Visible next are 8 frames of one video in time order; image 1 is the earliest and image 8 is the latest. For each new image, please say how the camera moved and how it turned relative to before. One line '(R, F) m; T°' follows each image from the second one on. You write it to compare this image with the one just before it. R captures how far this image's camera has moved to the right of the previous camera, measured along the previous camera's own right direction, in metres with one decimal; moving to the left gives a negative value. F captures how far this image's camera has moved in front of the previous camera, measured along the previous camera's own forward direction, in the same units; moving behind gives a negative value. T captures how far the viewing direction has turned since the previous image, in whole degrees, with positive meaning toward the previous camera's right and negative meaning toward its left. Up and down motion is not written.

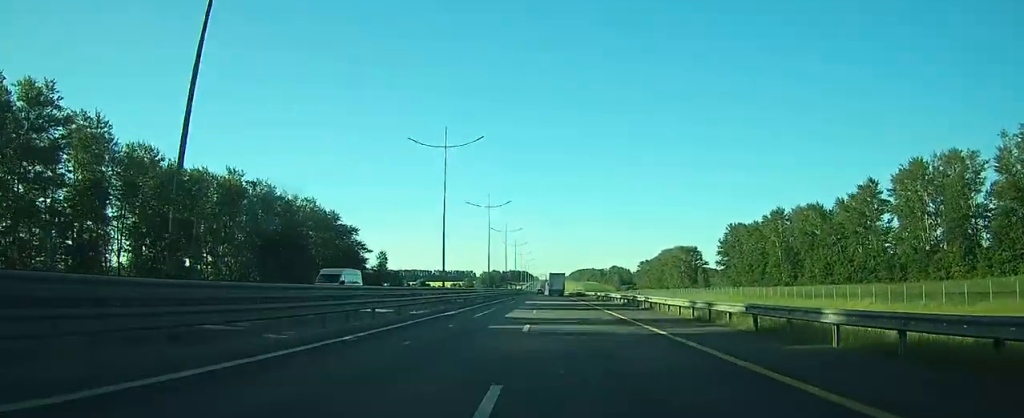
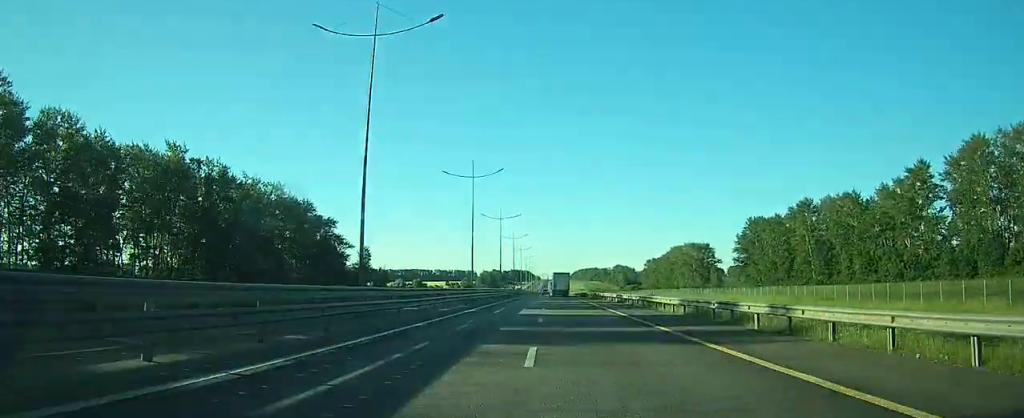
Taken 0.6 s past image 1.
(0.0, +19.1) m; 0°
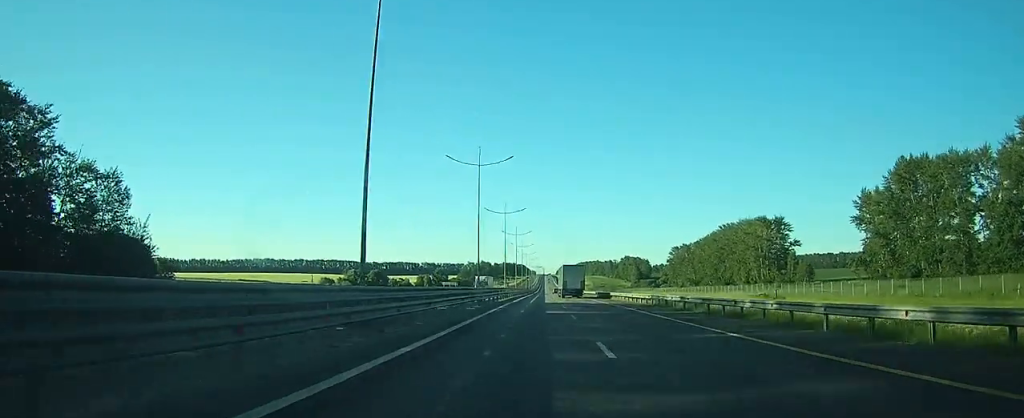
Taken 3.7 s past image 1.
(+0.2, +94.3) m; 0°
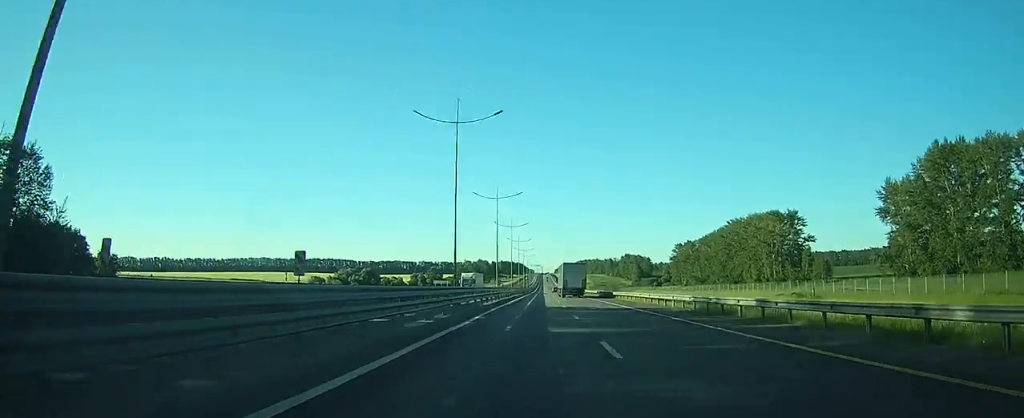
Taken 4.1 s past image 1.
(0.0, +12.2) m; 0°
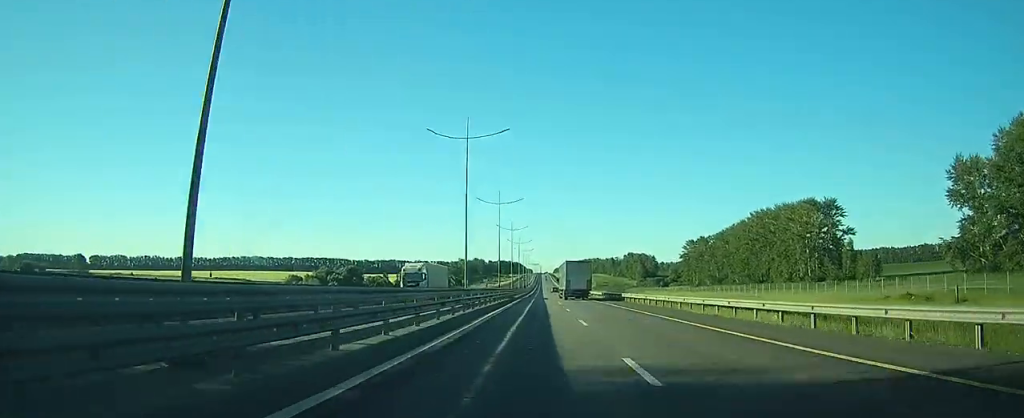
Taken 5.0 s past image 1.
(+0.1, +26.5) m; 0°
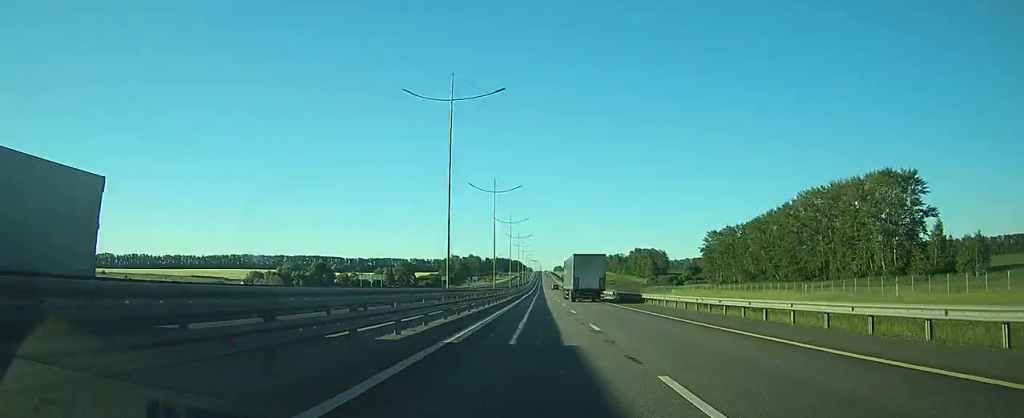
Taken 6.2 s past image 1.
(+0.1, +37.9) m; 0°
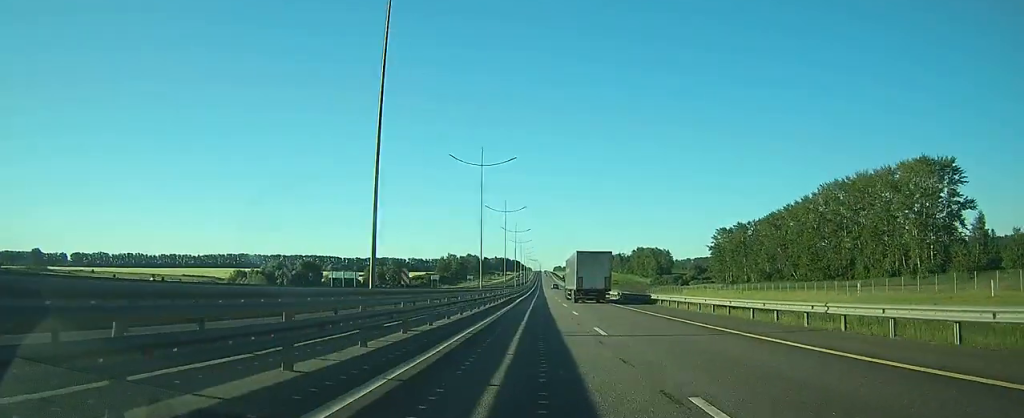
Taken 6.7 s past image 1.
(0.0, +13.4) m; 0°
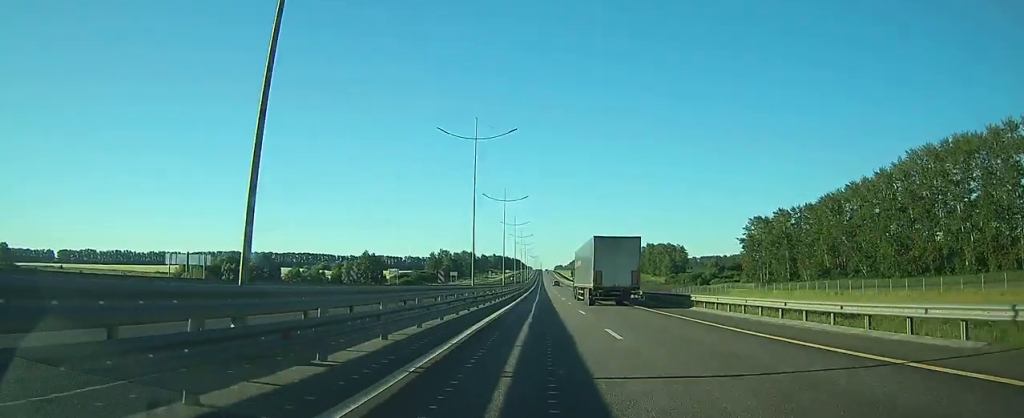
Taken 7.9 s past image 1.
(-0.1, +37.3) m; 0°
